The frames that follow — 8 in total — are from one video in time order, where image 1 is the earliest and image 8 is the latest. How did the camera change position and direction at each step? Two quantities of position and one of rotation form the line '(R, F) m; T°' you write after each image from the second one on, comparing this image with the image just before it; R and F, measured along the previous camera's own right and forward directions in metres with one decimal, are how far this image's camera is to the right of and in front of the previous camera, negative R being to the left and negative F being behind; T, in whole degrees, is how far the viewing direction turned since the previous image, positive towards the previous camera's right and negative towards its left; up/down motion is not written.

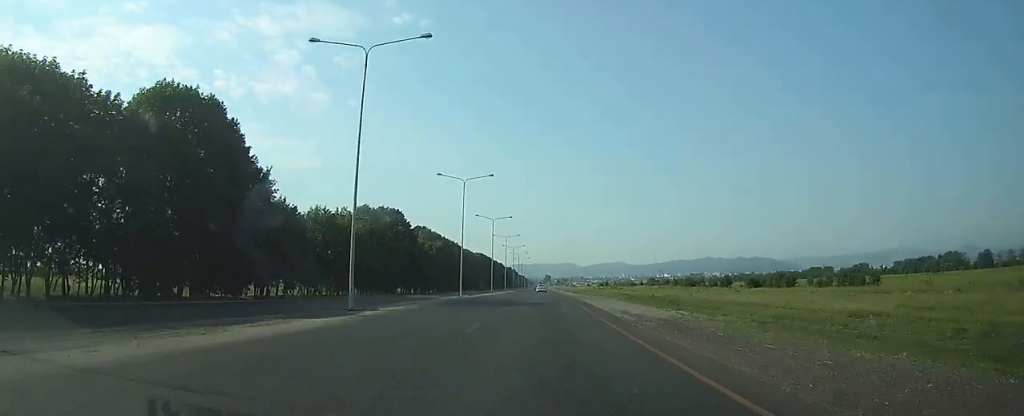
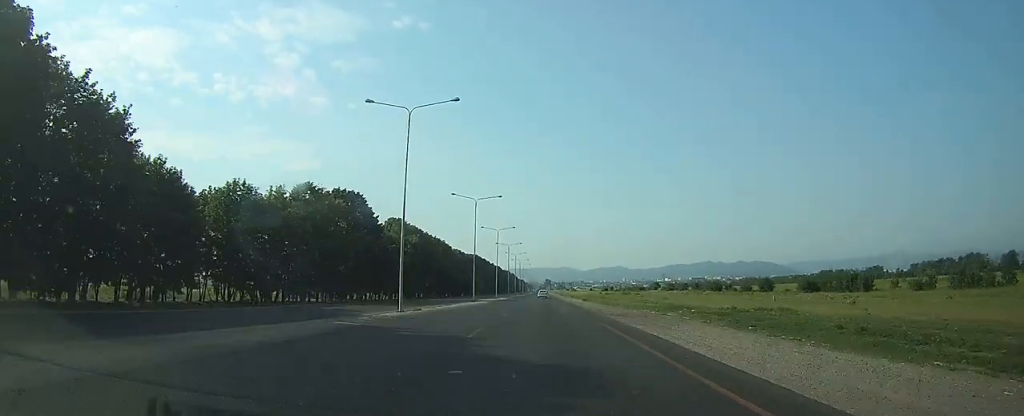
(0.0, +24.6) m; 0°
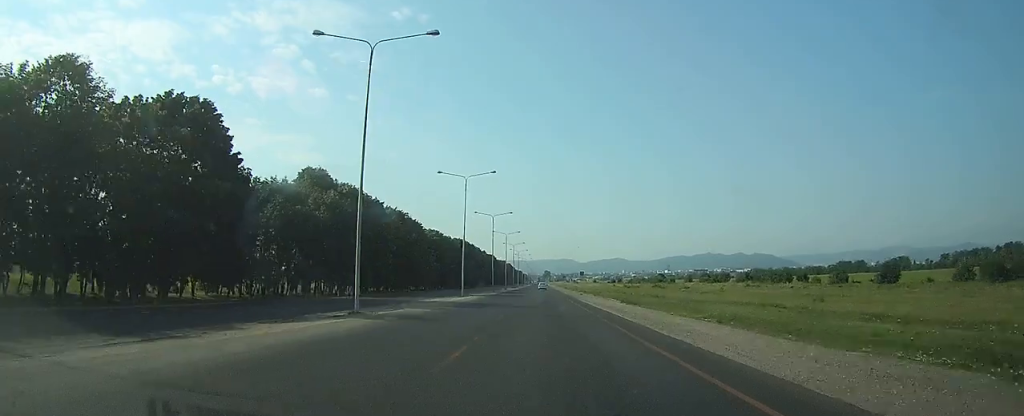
(0.0, +41.4) m; 0°
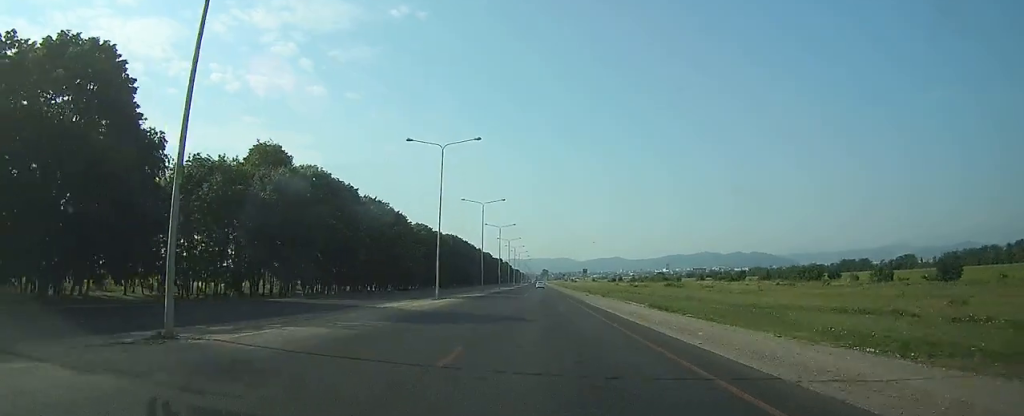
(0.0, +12.4) m; 0°
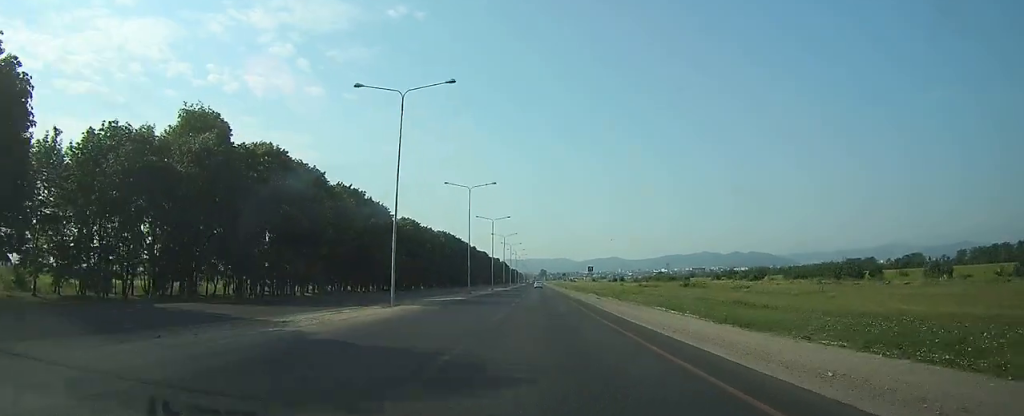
(0.0, +12.4) m; 0°
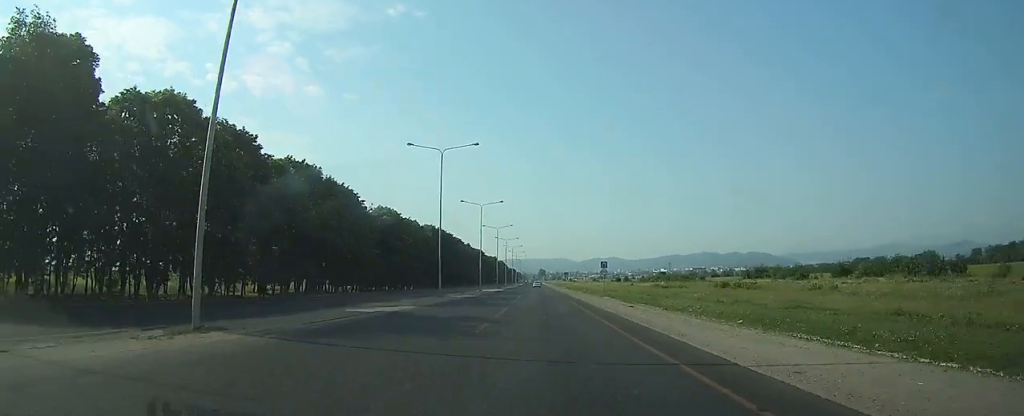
(0.0, +17.6) m; 0°
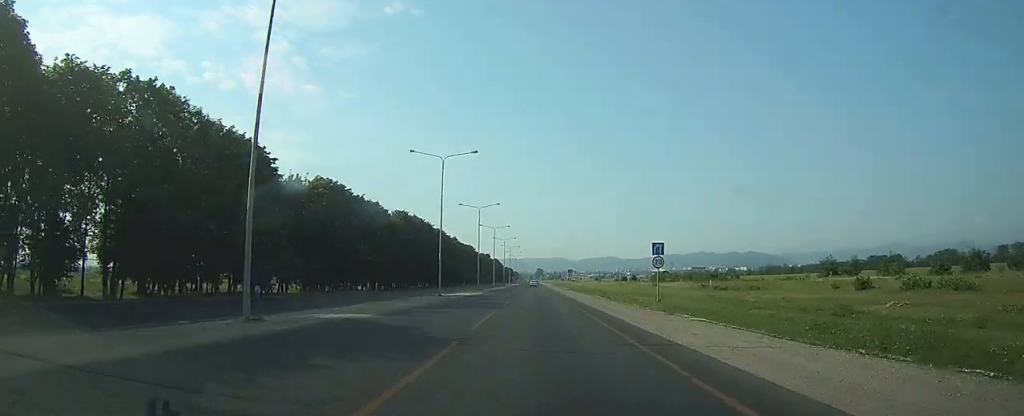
(+0.1, +29.3) m; 0°
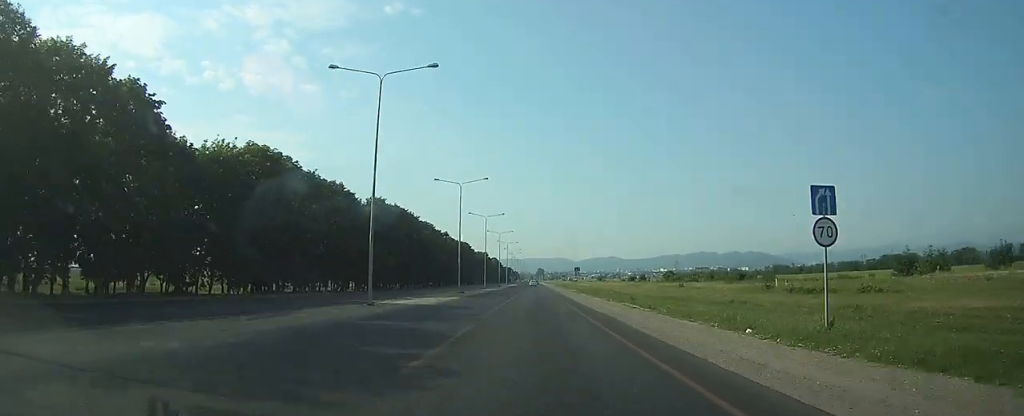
(0.0, +19.7) m; 0°
